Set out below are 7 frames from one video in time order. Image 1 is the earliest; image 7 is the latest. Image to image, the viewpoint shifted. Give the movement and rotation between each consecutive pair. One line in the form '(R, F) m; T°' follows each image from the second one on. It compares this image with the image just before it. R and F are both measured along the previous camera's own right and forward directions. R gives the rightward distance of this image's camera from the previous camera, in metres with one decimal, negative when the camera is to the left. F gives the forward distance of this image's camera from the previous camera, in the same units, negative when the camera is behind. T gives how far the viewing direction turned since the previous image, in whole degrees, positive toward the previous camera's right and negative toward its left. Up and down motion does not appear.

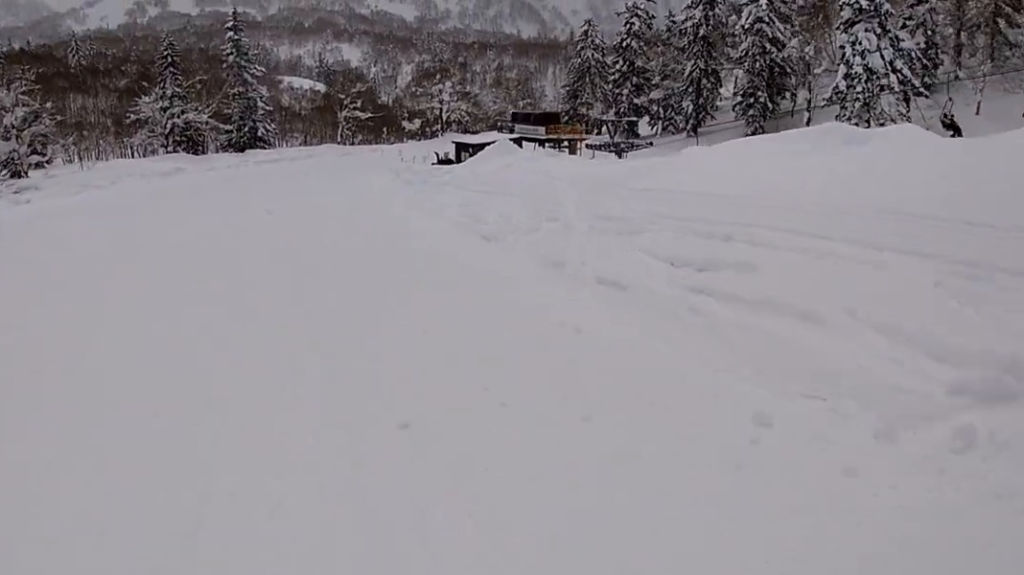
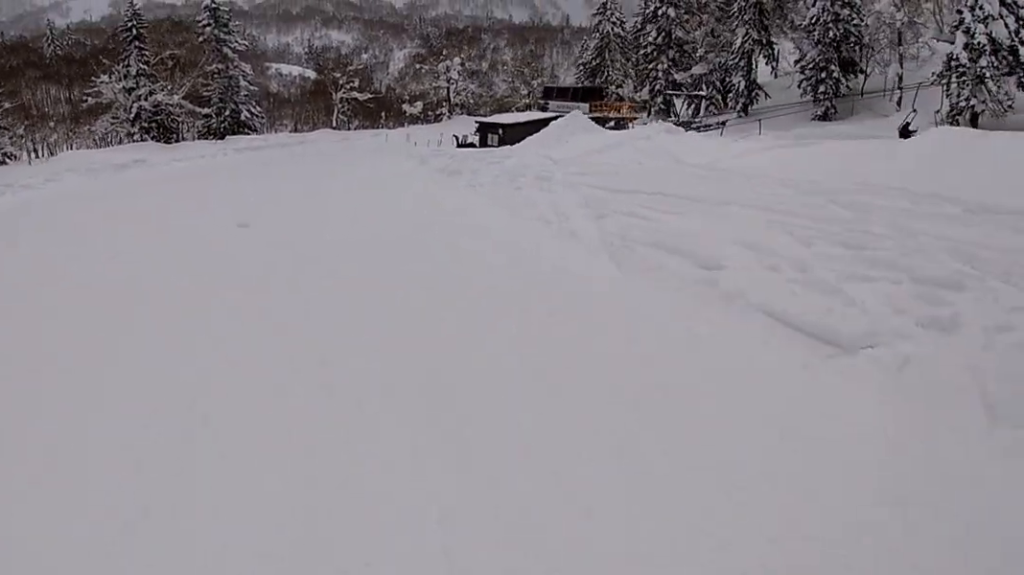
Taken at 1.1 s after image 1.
(+0.7, +9.7) m; +3°
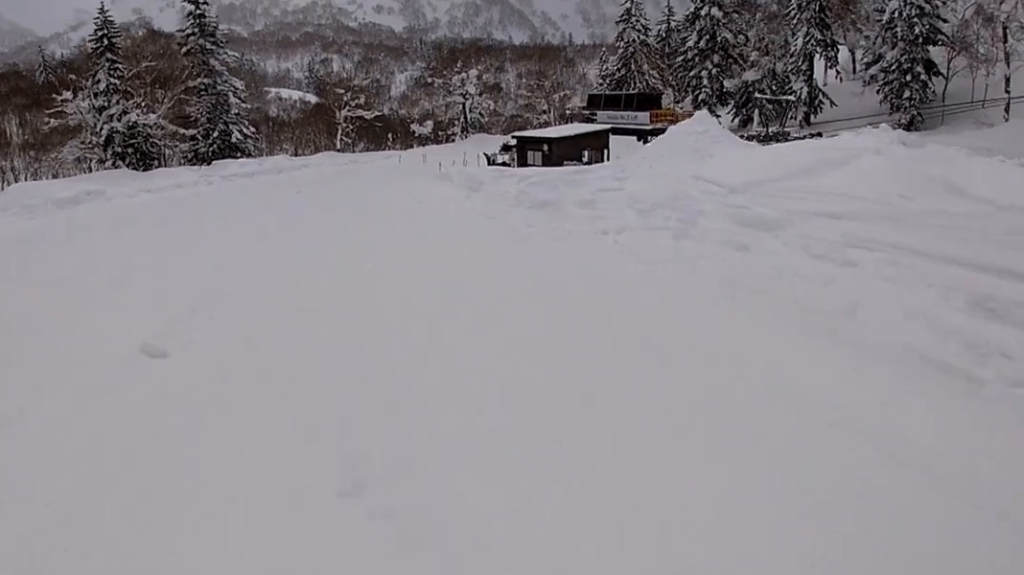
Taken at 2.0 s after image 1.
(-0.3, +8.5) m; -1°
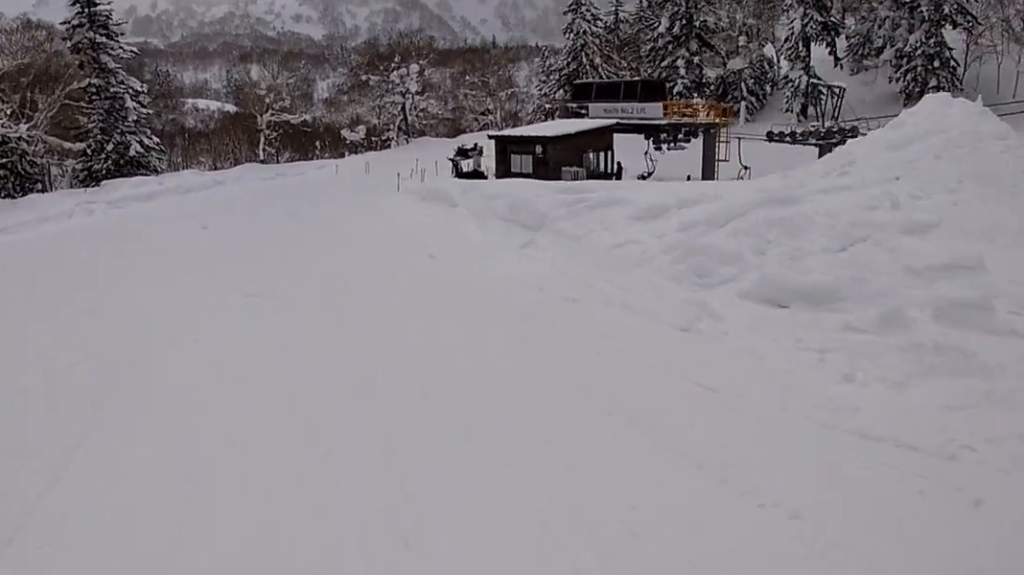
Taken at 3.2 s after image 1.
(+0.2, +9.2) m; 0°
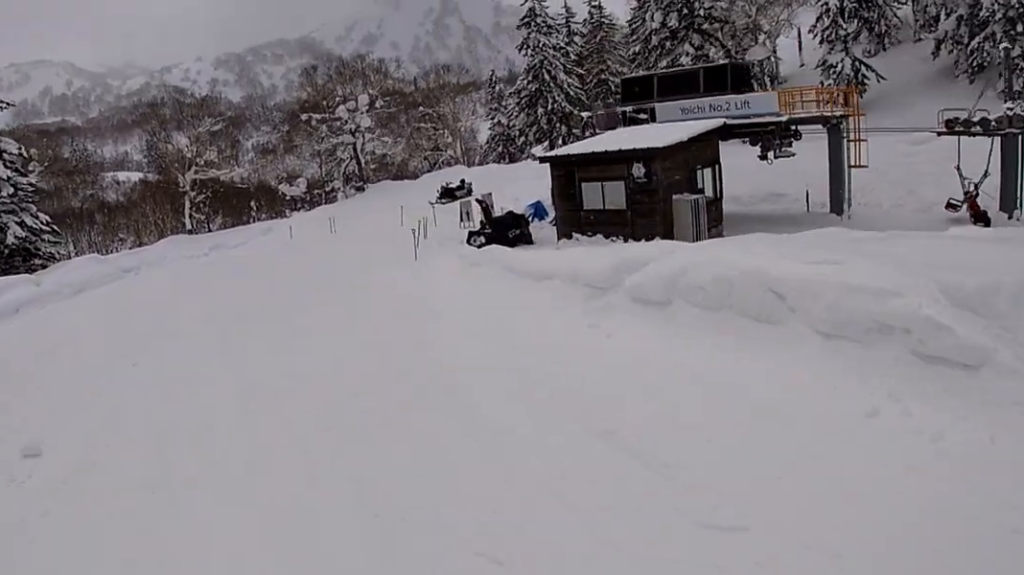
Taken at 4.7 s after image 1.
(-0.2, +12.0) m; +4°
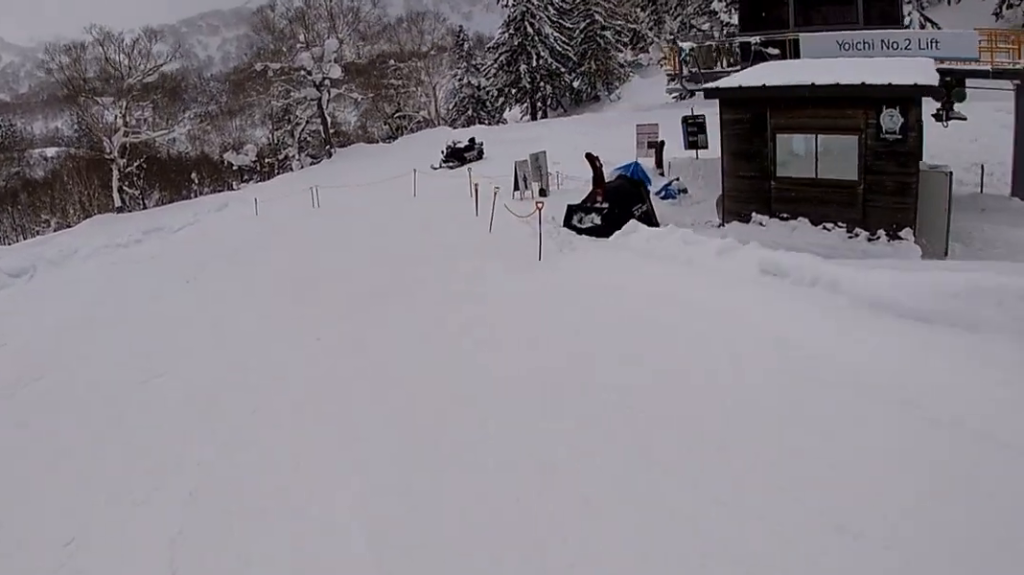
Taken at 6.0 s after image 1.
(+0.8, +8.4) m; +11°
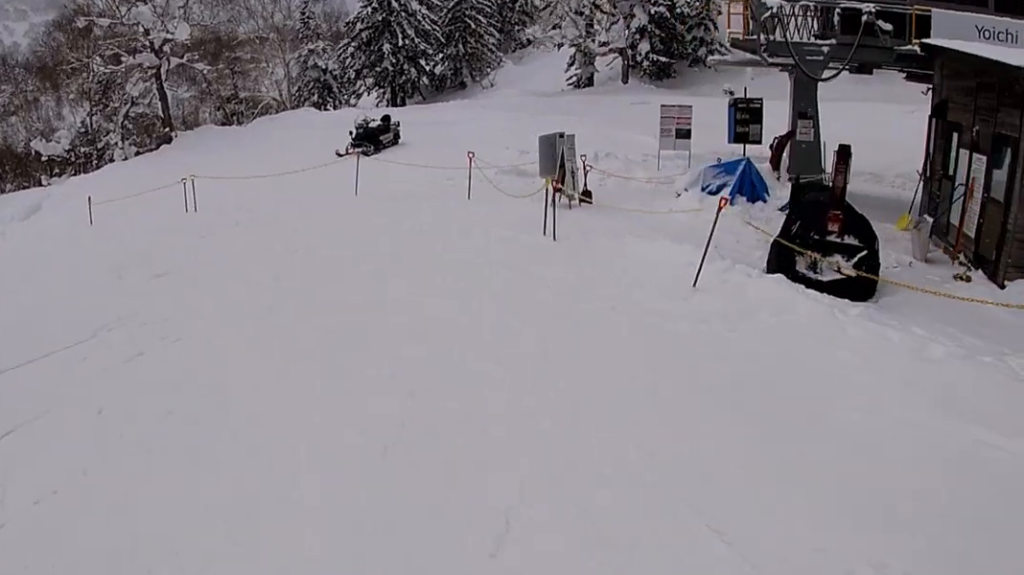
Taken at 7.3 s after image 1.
(+1.0, +7.6) m; +20°
